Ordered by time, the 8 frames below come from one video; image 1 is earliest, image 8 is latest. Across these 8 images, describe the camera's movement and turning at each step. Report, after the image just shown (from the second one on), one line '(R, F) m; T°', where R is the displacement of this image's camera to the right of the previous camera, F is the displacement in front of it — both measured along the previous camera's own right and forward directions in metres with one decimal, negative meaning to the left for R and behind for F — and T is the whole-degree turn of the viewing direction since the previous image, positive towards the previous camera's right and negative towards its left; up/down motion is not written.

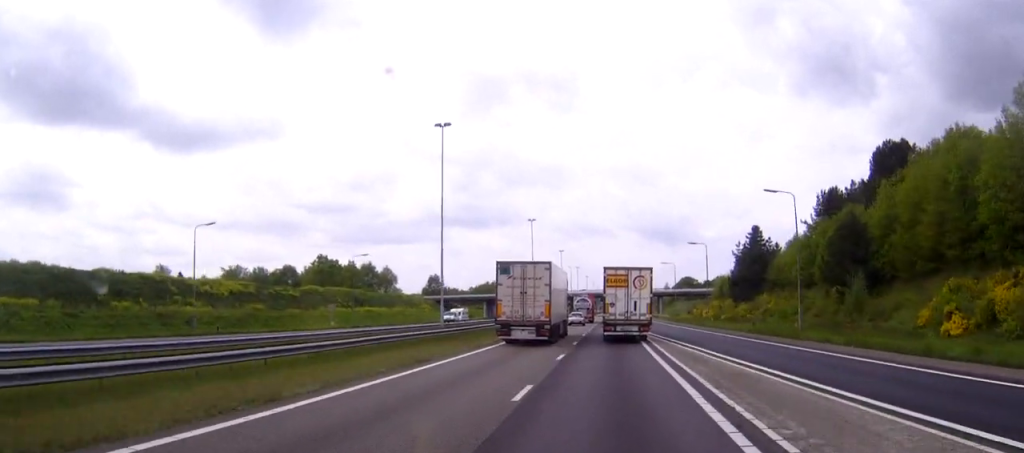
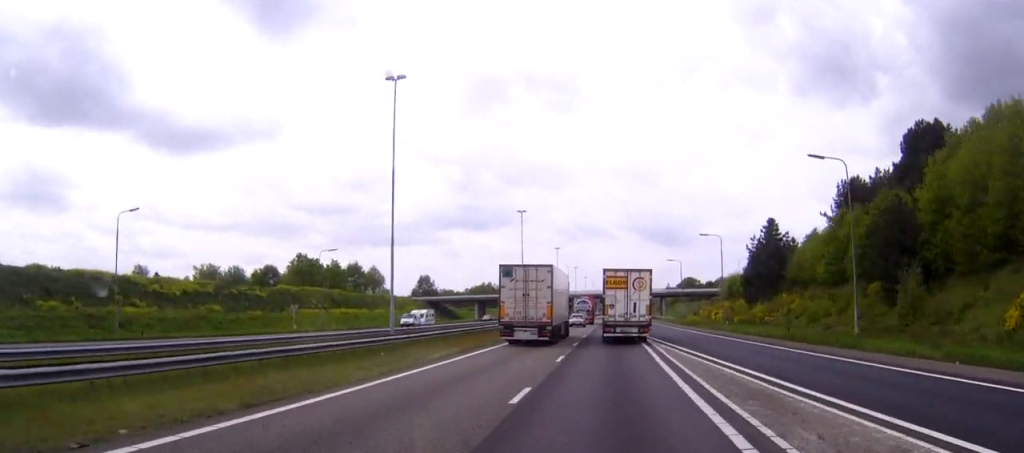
(0.0, +12.2) m; 0°
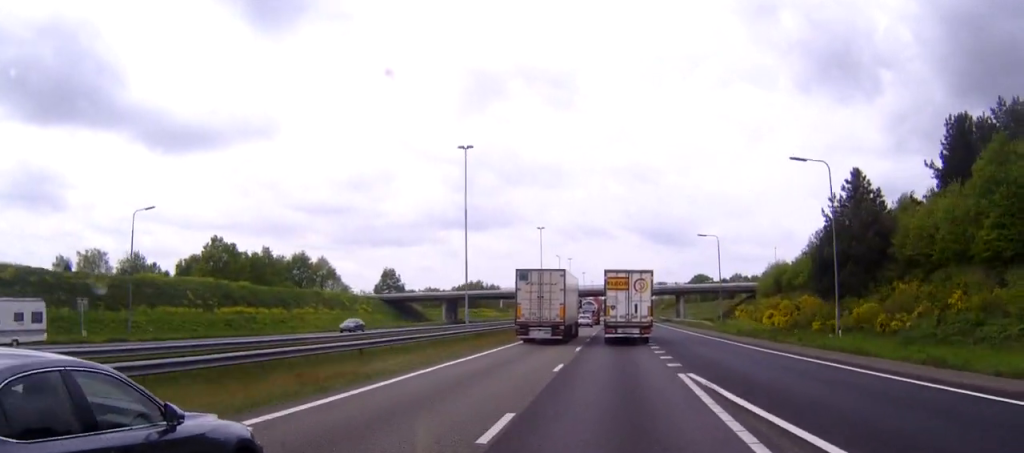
(0.0, +40.0) m; 0°
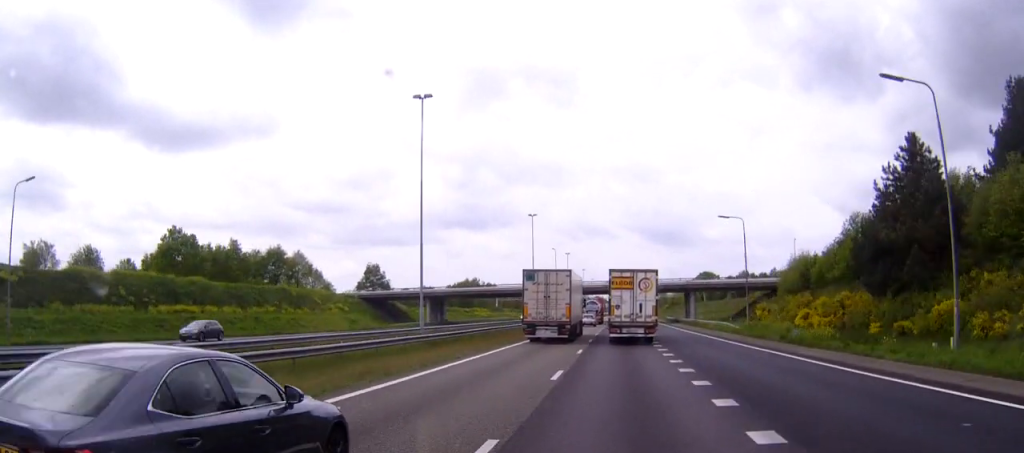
(0.0, +14.7) m; 0°
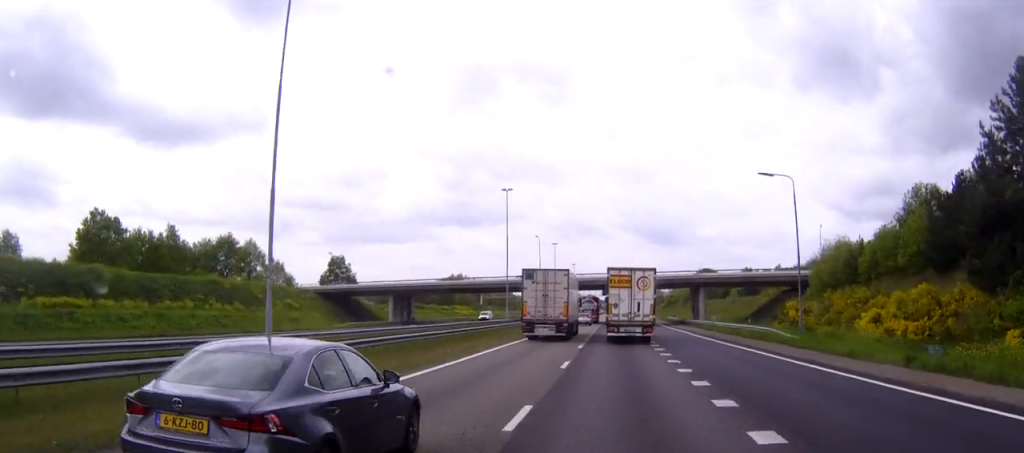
(0.0, +20.1) m; 0°
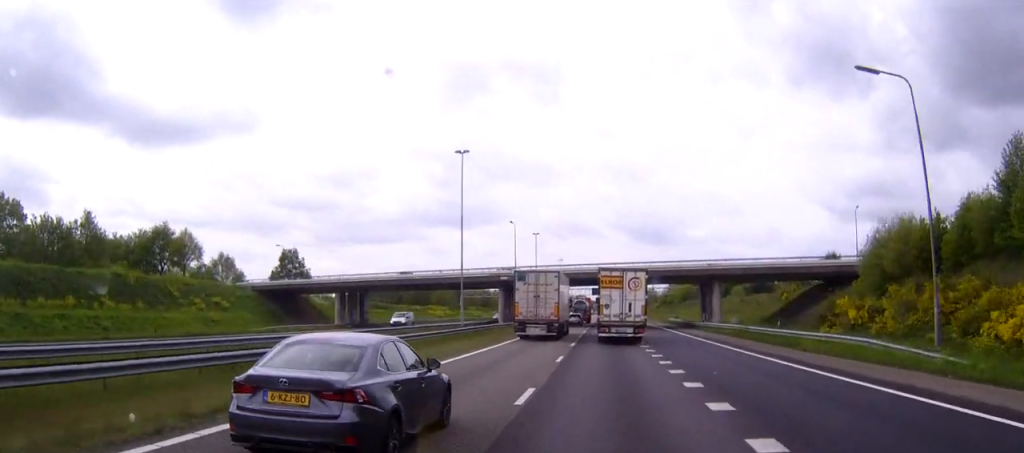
(+0.1, +20.8) m; +1°
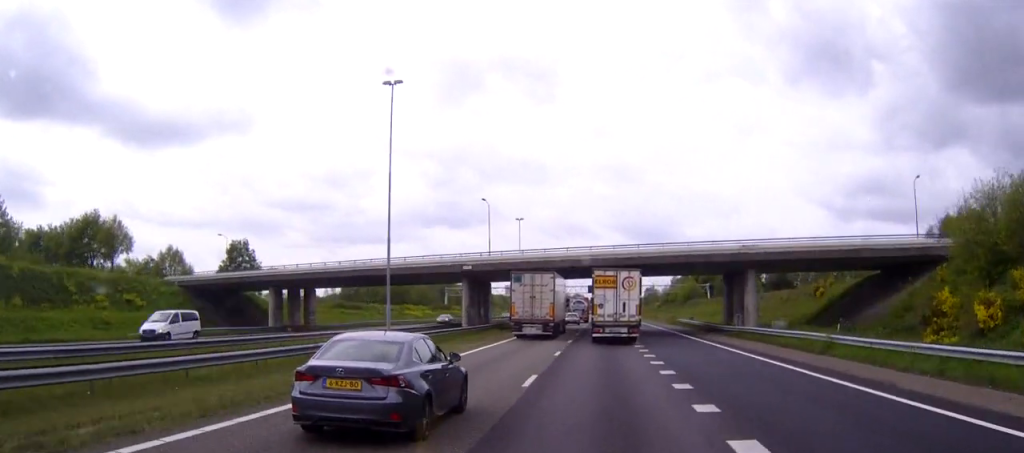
(+0.1, +20.0) m; 0°
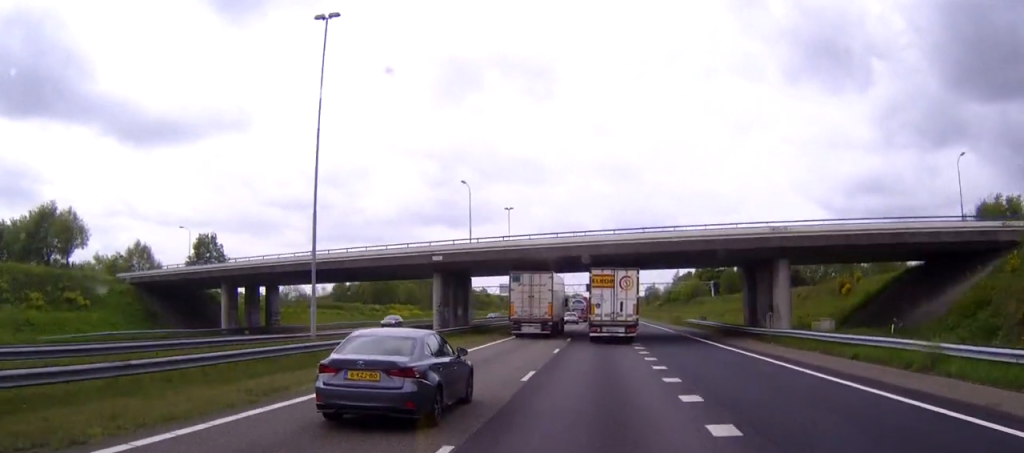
(0.0, +10.8) m; 0°
